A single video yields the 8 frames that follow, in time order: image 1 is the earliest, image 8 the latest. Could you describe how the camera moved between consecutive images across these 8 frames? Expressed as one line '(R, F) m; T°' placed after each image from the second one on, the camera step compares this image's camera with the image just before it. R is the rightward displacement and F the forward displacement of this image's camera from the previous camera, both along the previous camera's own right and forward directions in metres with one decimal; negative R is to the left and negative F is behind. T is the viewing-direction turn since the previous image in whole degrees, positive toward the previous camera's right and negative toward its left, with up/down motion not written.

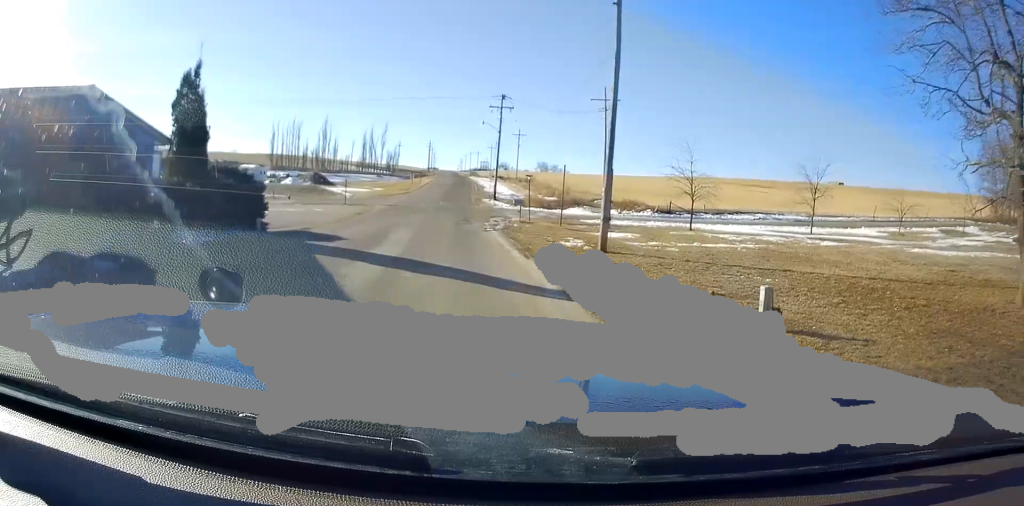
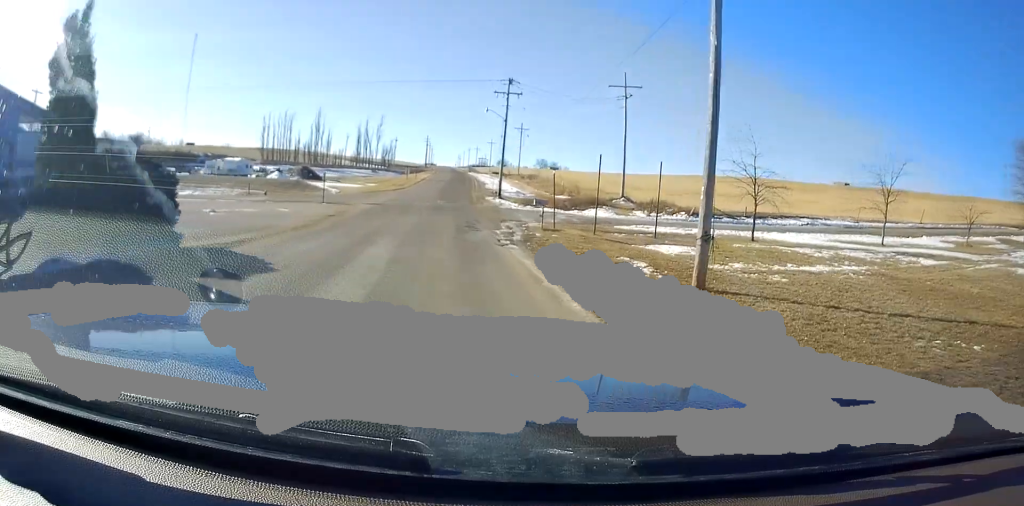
(-0.5, +6.7) m; +2°
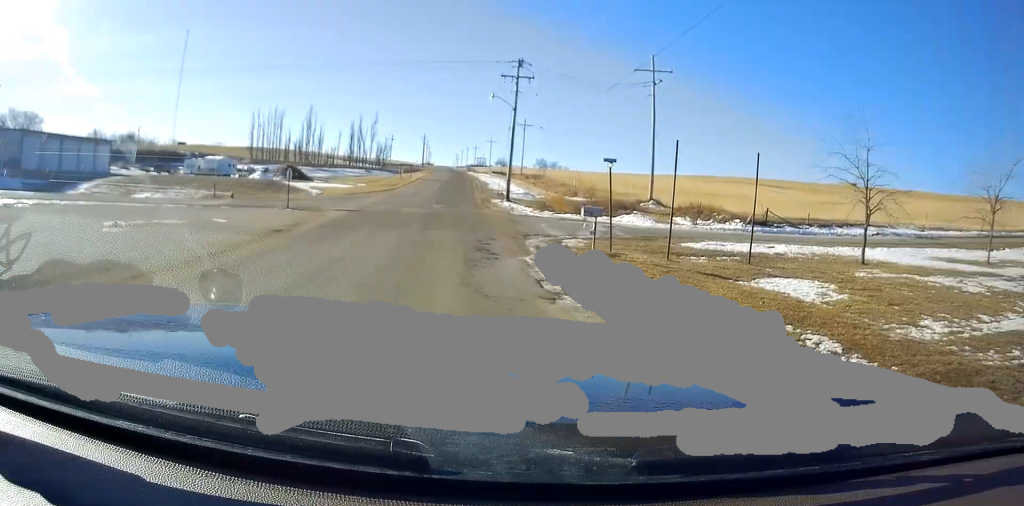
(+0.4, +7.8) m; 0°
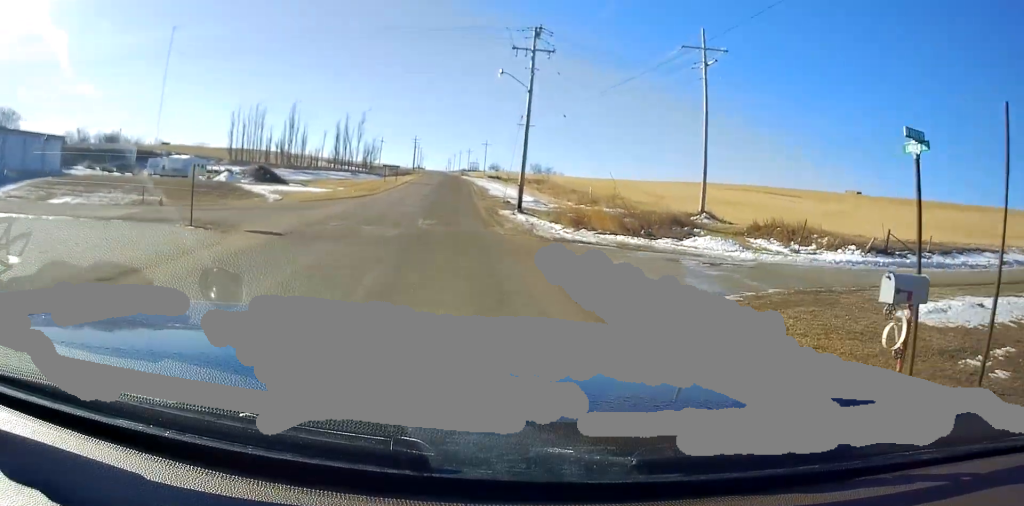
(+0.1, +10.9) m; -2°
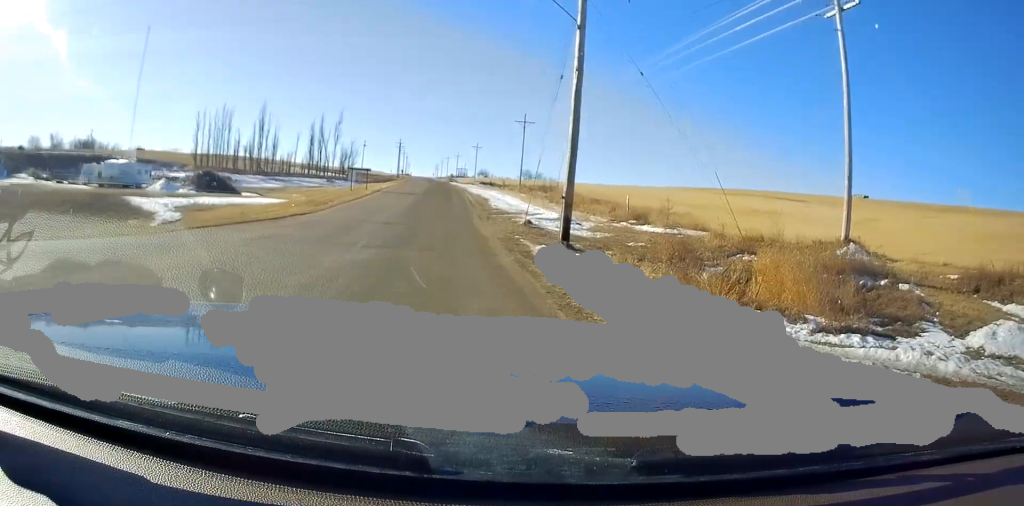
(-0.7, +15.6) m; 0°
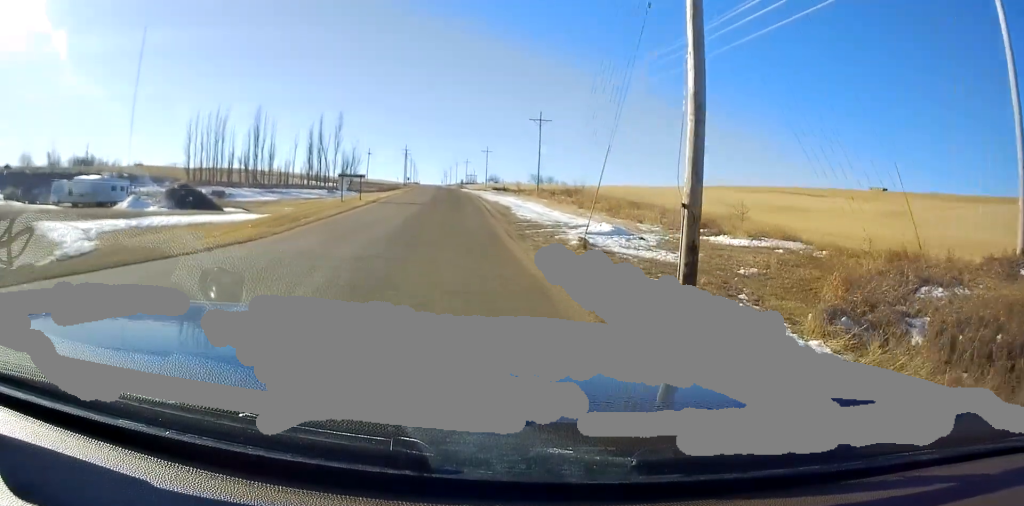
(+0.2, +8.5) m; +2°
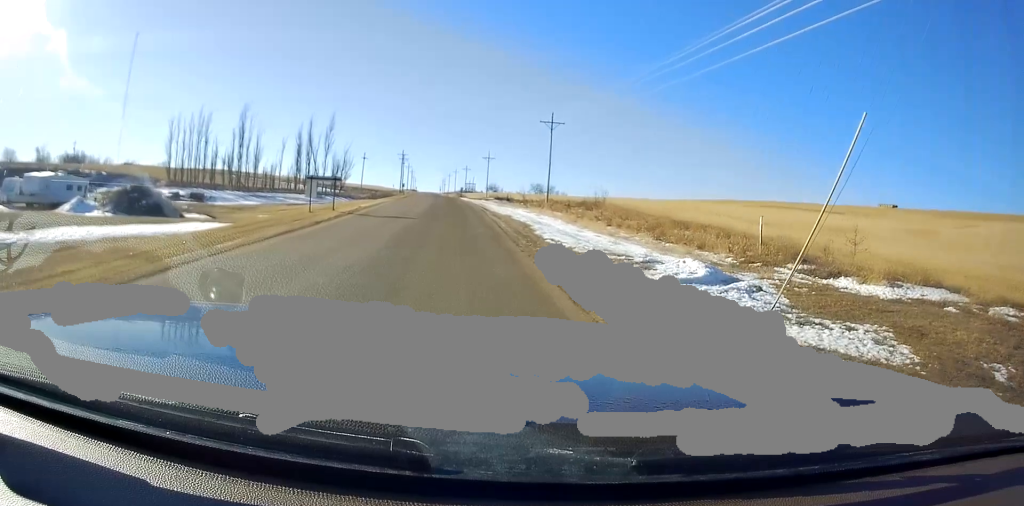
(+0.1, +8.9) m; +2°
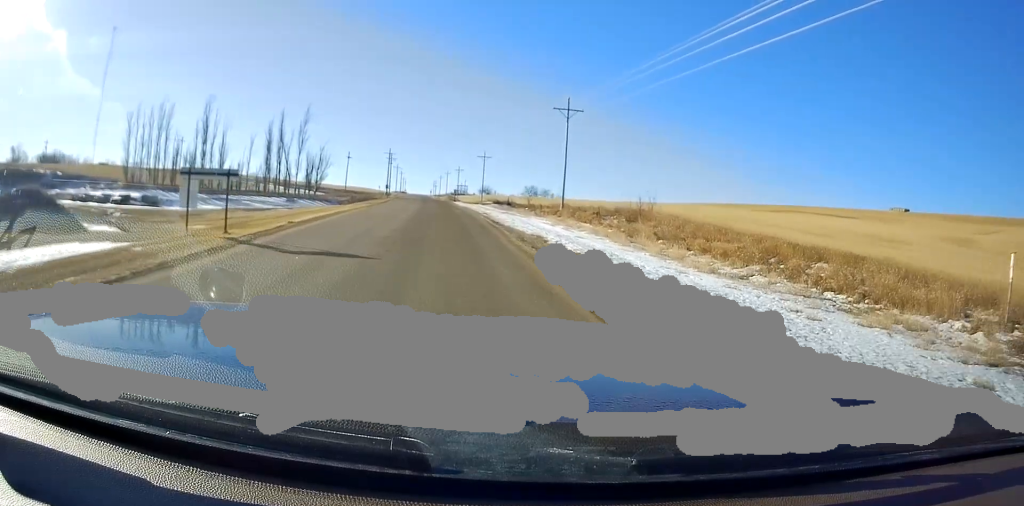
(+0.2, +13.9) m; +1°
